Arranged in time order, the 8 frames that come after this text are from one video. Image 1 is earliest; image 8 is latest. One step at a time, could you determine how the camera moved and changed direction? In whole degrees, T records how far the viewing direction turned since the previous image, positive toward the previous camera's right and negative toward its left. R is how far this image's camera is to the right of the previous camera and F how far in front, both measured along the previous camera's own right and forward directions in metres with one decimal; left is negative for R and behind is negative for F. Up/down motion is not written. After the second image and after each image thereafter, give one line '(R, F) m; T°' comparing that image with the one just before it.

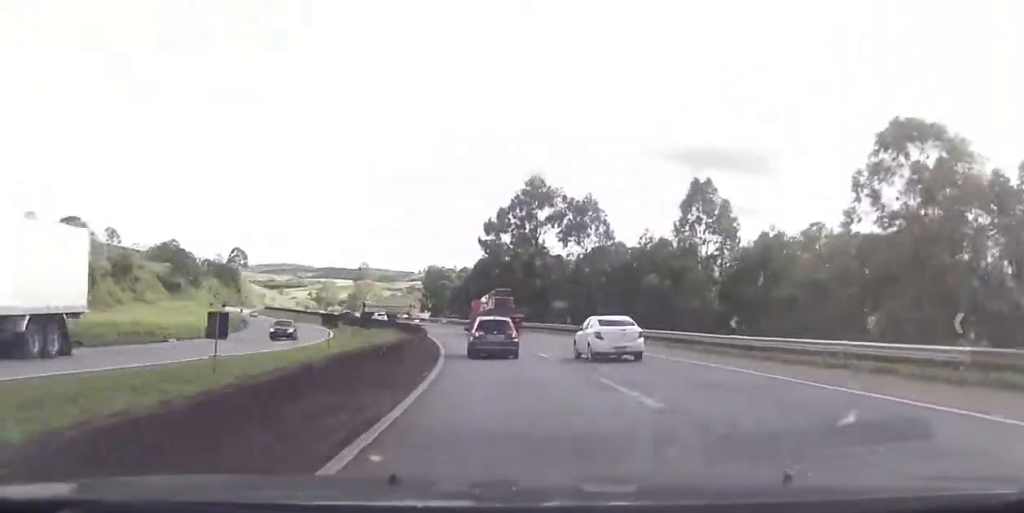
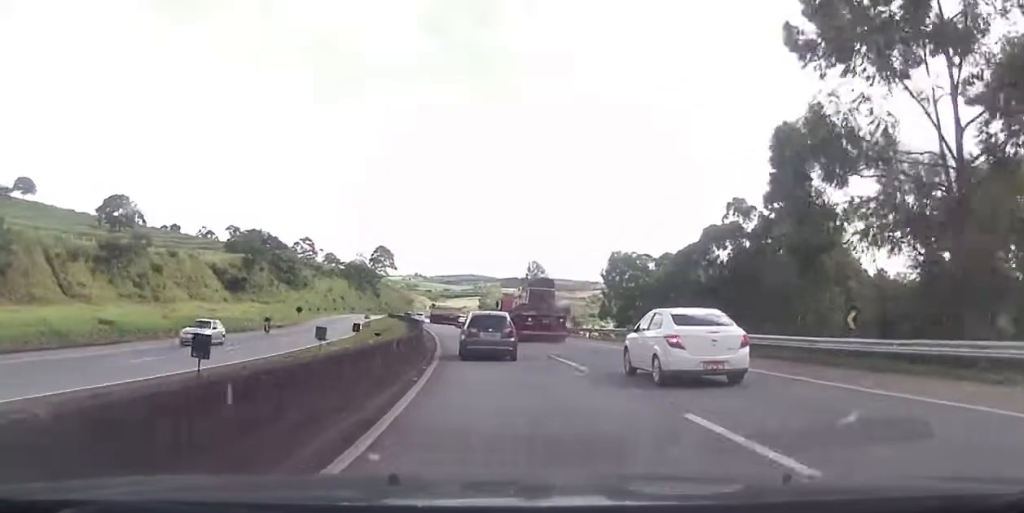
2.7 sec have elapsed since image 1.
(+4.9, +65.2) m; -5°
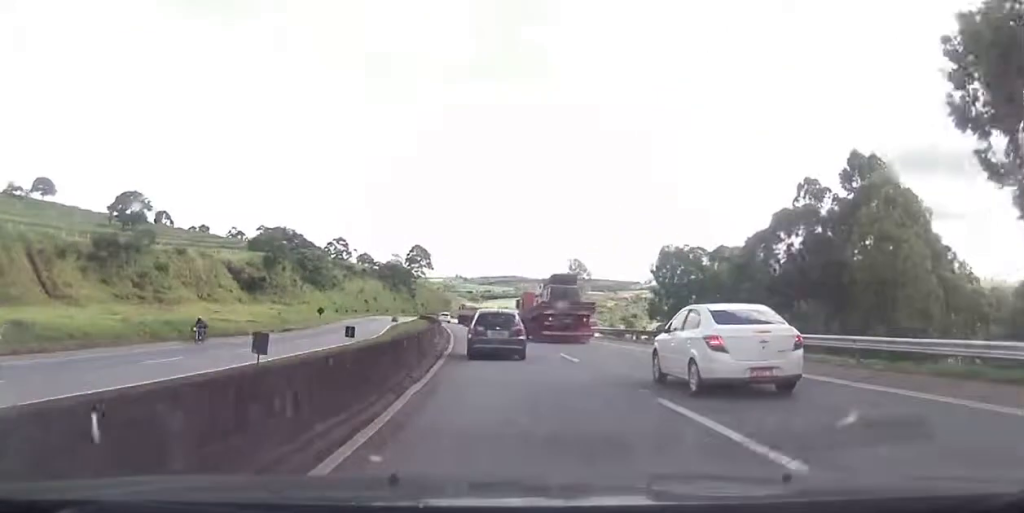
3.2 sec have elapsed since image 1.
(-0.7, +11.5) m; -5°
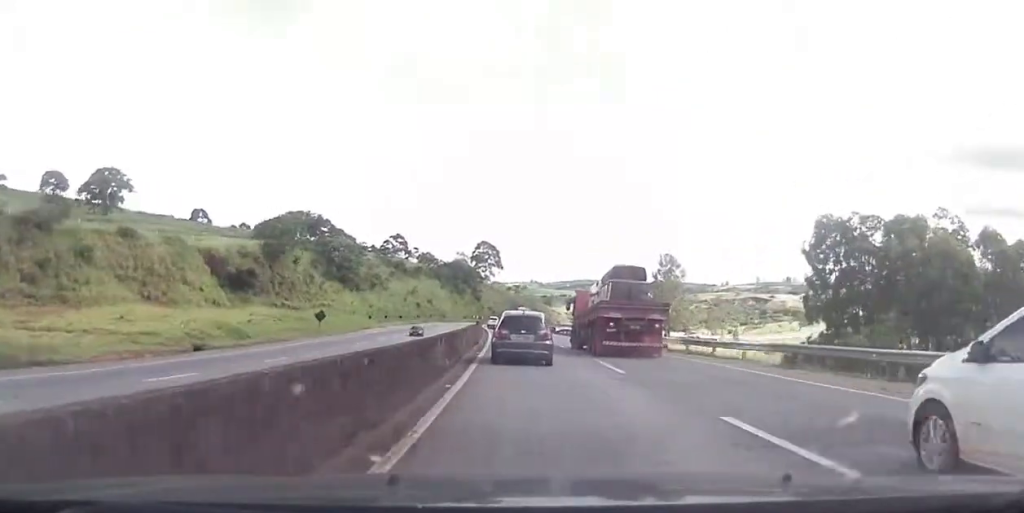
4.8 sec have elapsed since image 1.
(-3.8, +39.2) m; -8°
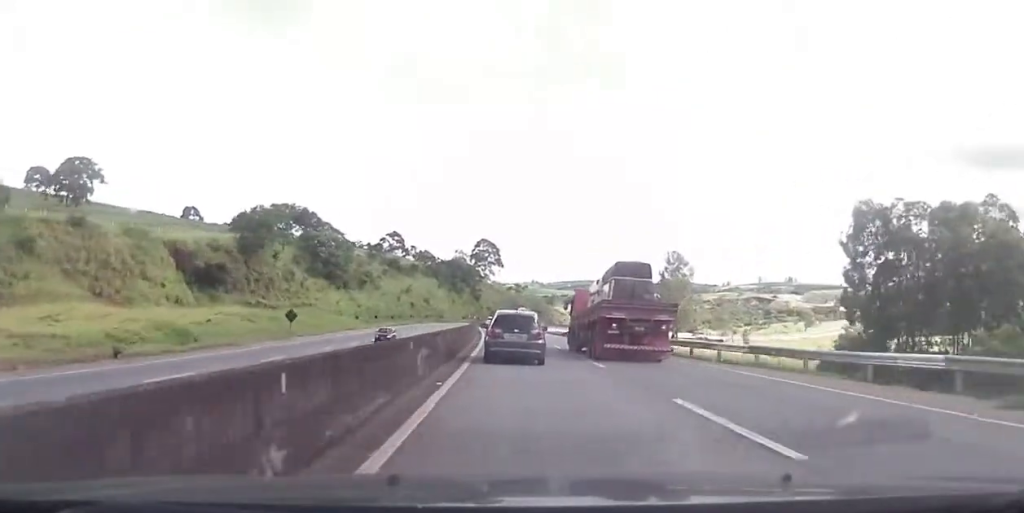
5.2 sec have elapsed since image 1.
(-0.4, +10.7) m; -1°
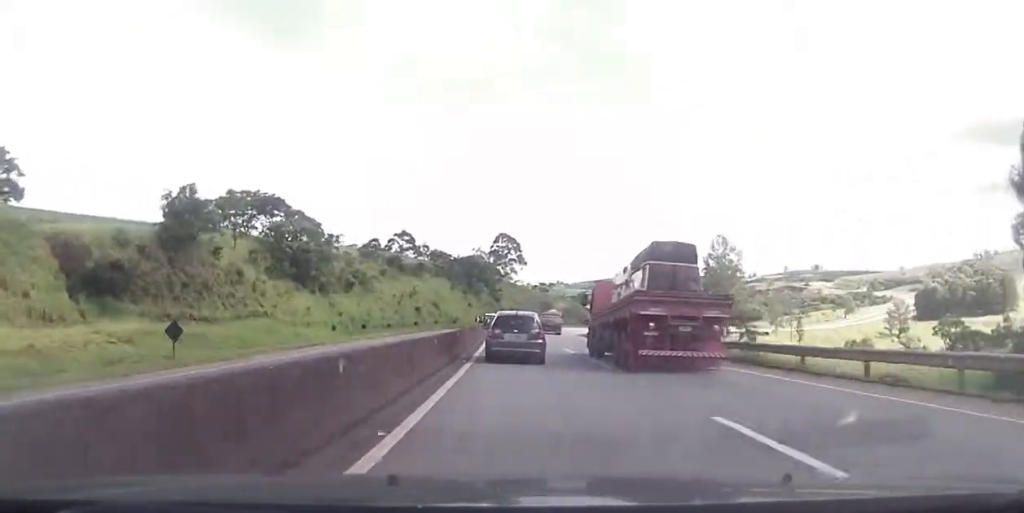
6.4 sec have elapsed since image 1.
(+0.3, +28.8) m; -2°
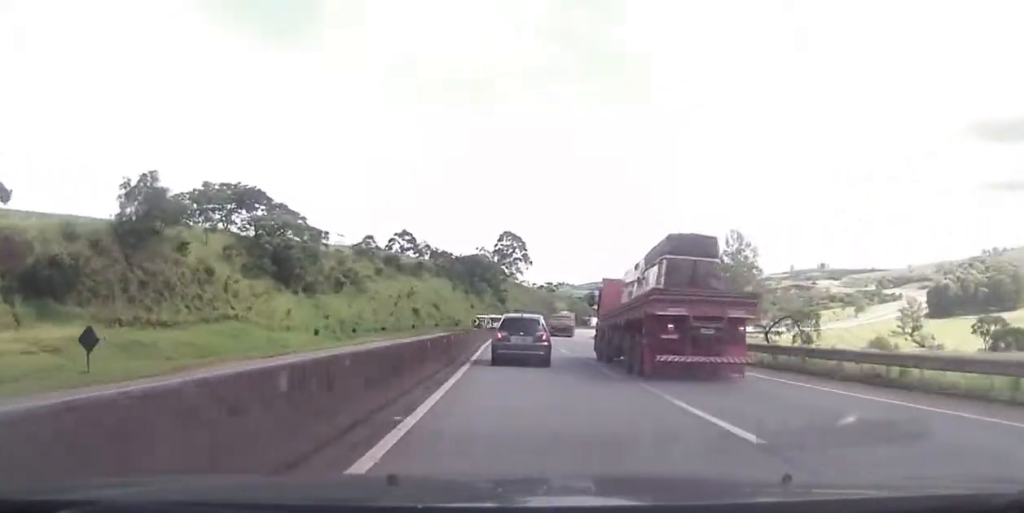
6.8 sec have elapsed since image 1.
(-0.3, +9.9) m; -1°
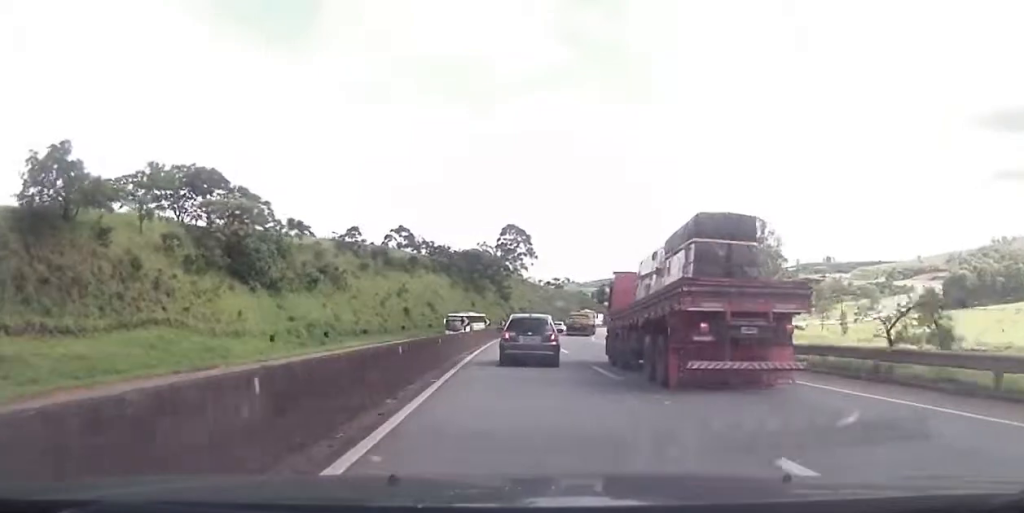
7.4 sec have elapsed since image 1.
(-0.3, +15.7) m; -1°
